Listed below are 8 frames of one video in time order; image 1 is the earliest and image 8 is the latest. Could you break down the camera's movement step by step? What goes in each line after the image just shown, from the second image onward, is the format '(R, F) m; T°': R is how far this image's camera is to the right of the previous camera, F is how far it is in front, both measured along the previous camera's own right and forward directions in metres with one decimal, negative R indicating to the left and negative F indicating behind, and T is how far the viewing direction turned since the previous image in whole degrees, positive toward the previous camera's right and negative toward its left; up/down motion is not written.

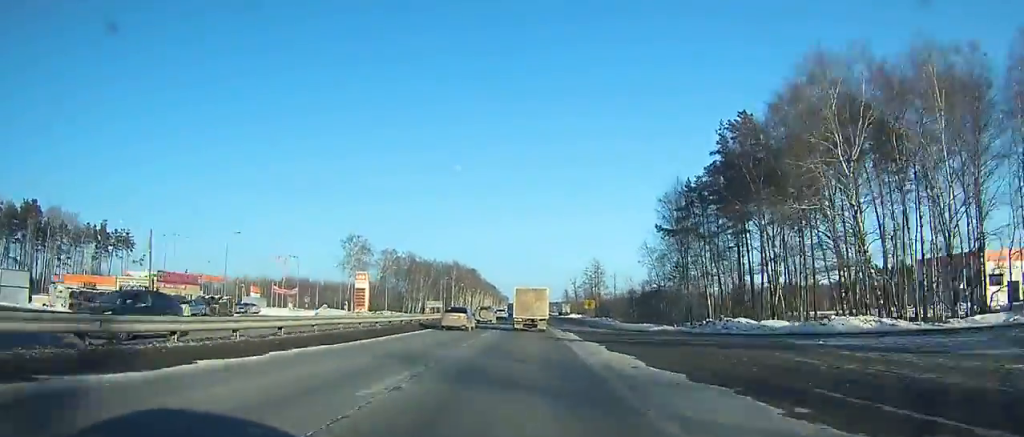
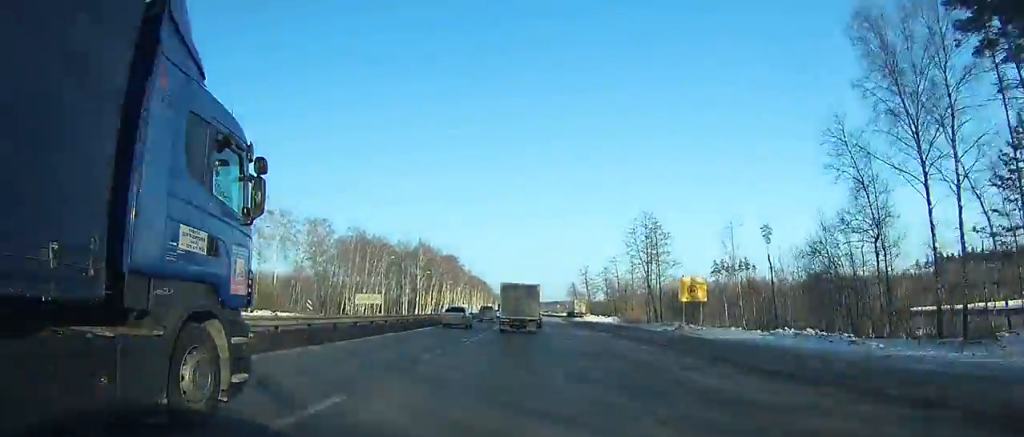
(-0.1, +64.2) m; 0°
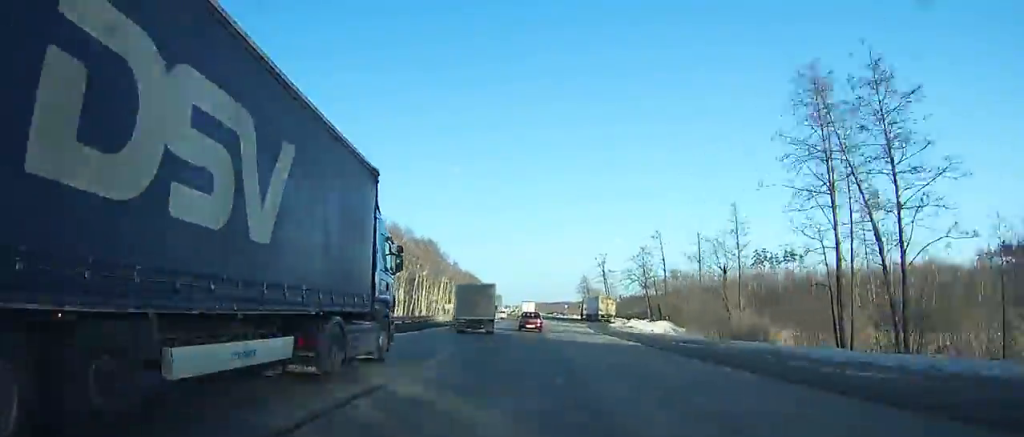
(-0.1, +48.4) m; 0°
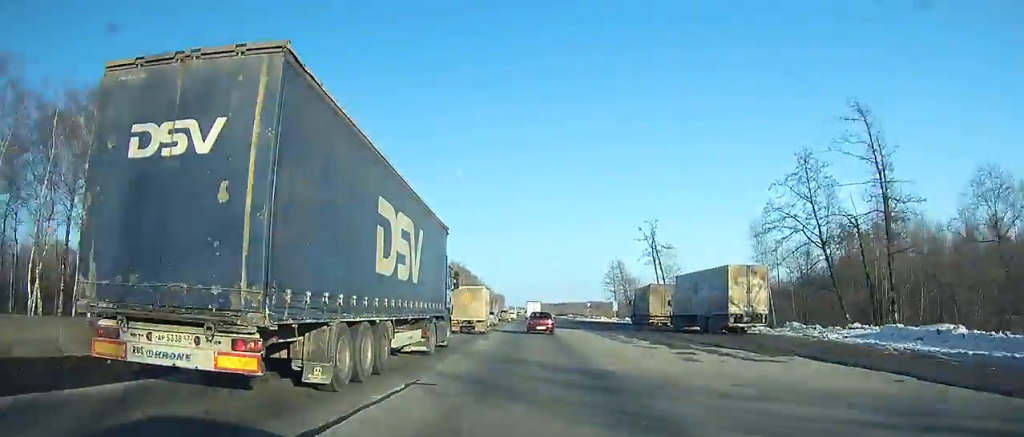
(-0.1, +58.9) m; 0°
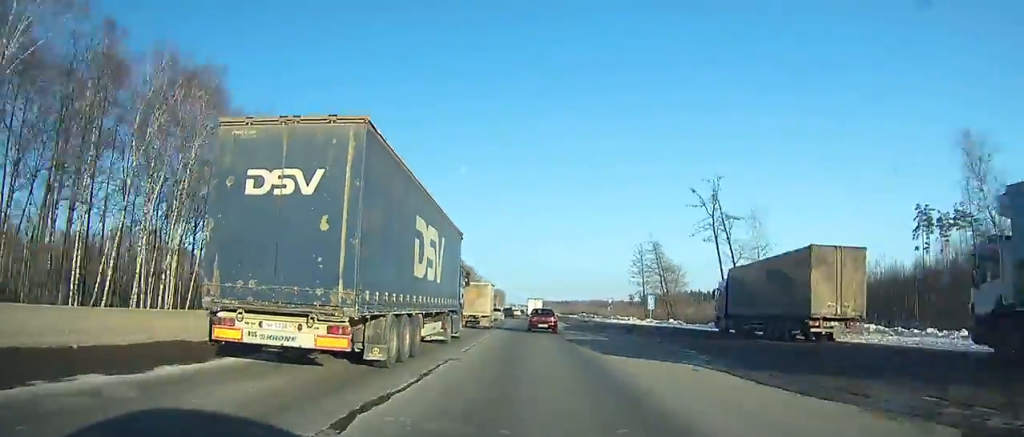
(+0.1, +32.0) m; 0°
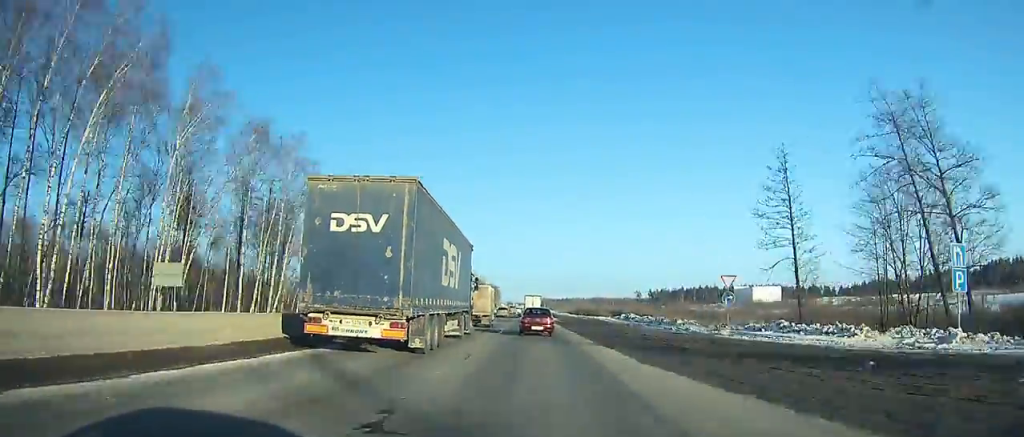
(0.0, +58.8) m; 0°
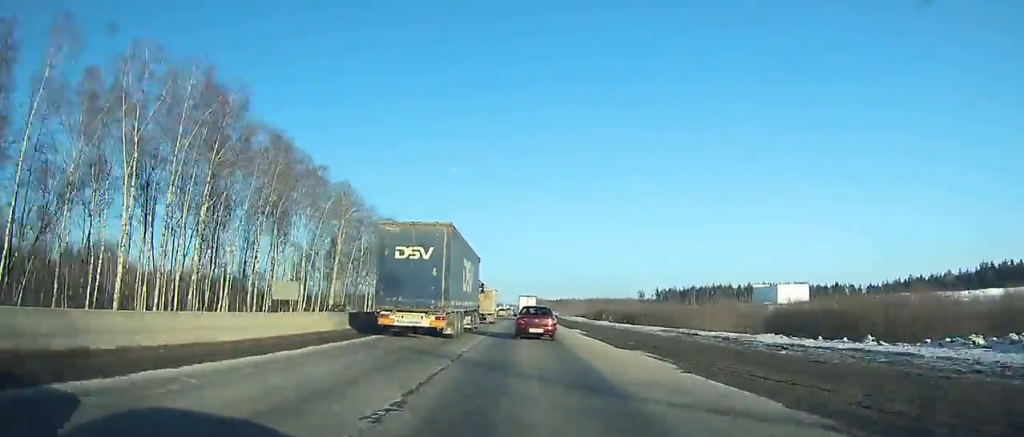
(+0.1, +59.6) m; 0°
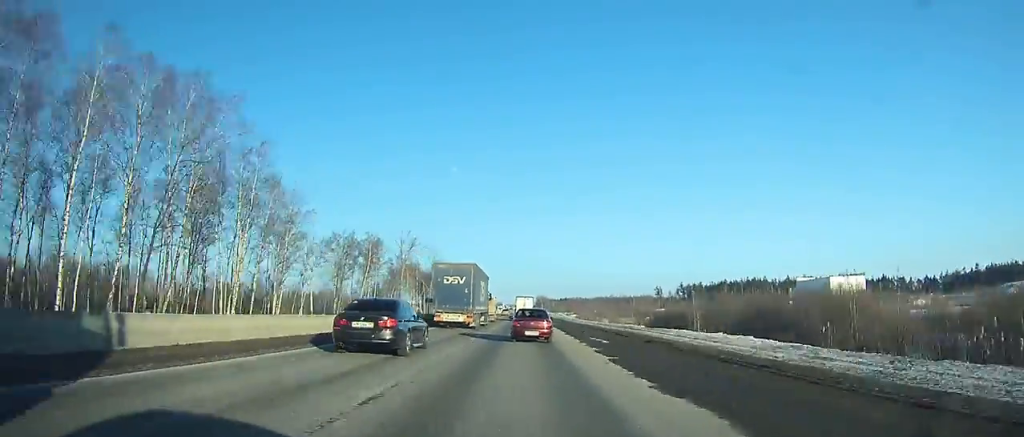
(+0.2, +74.6) m; 0°
